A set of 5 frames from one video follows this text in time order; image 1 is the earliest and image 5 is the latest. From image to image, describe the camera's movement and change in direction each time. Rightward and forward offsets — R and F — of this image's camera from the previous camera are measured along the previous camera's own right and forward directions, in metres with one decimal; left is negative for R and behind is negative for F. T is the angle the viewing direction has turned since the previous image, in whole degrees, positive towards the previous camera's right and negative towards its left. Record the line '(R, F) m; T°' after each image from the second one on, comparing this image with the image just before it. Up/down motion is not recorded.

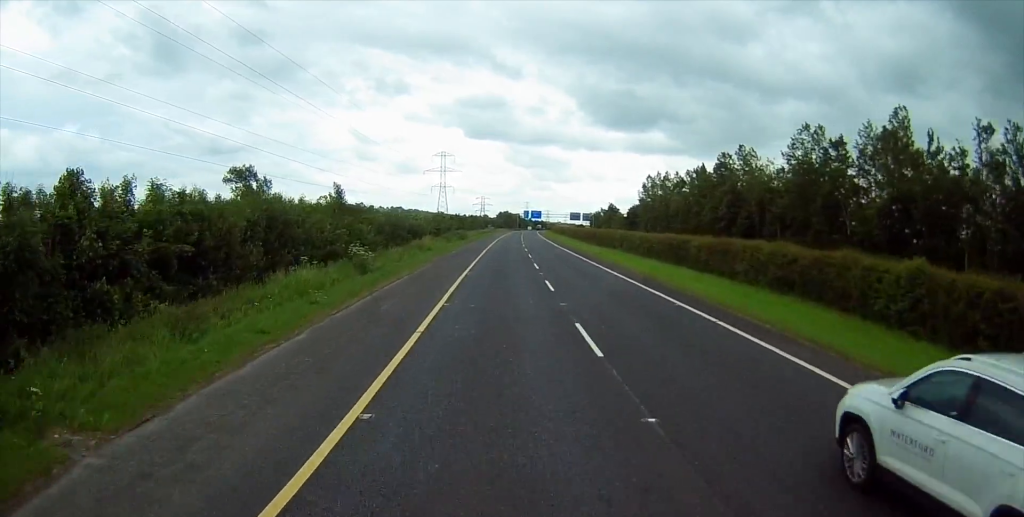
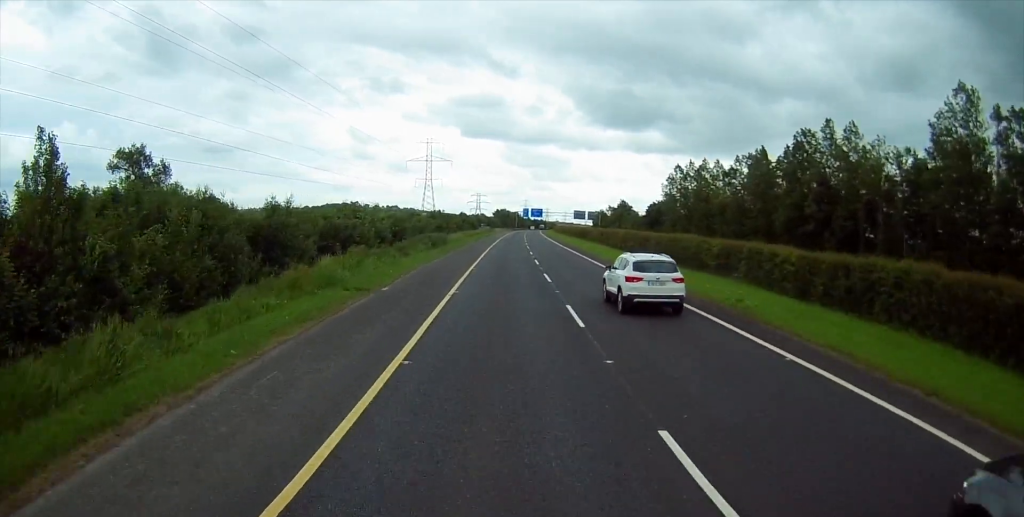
(-0.2, +32.4) m; 0°
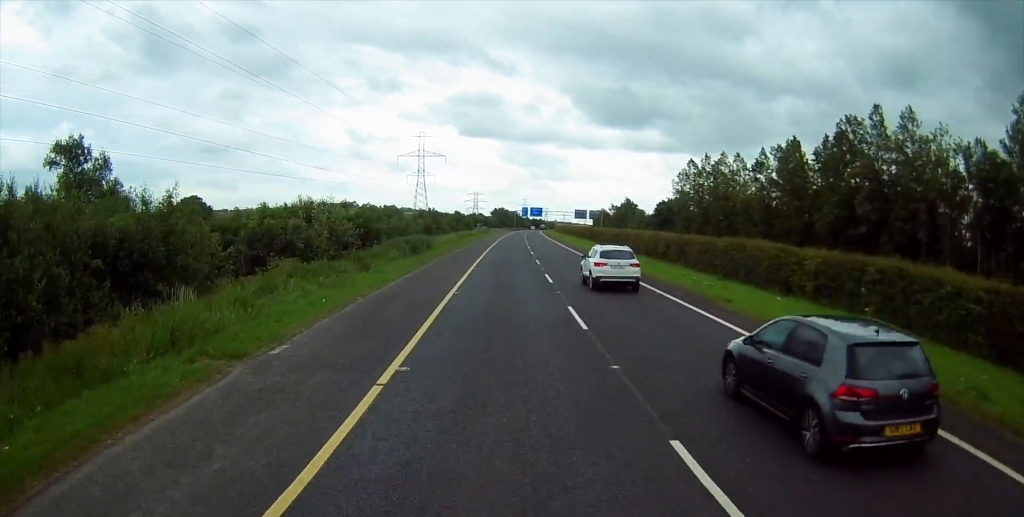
(+0.1, +12.4) m; 0°
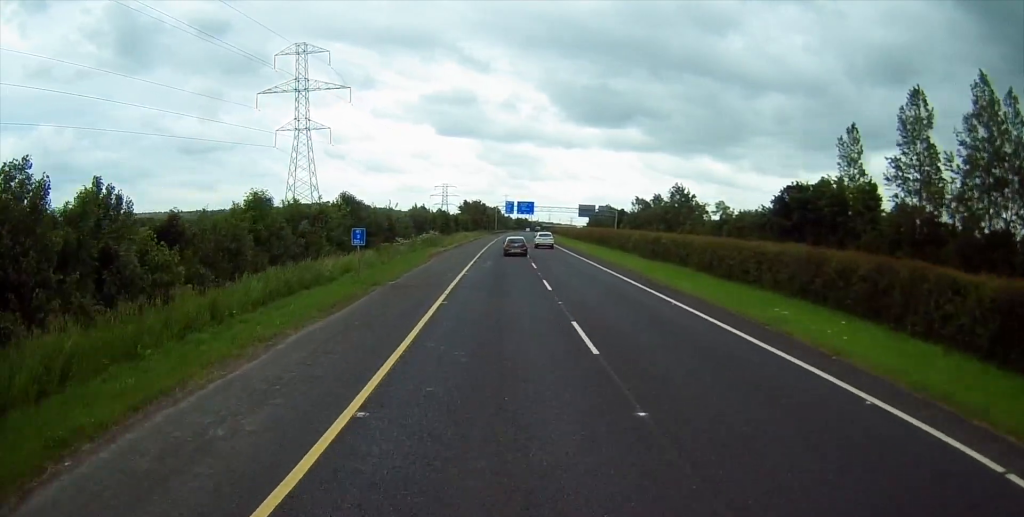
(+0.6, +86.7) m; +1°
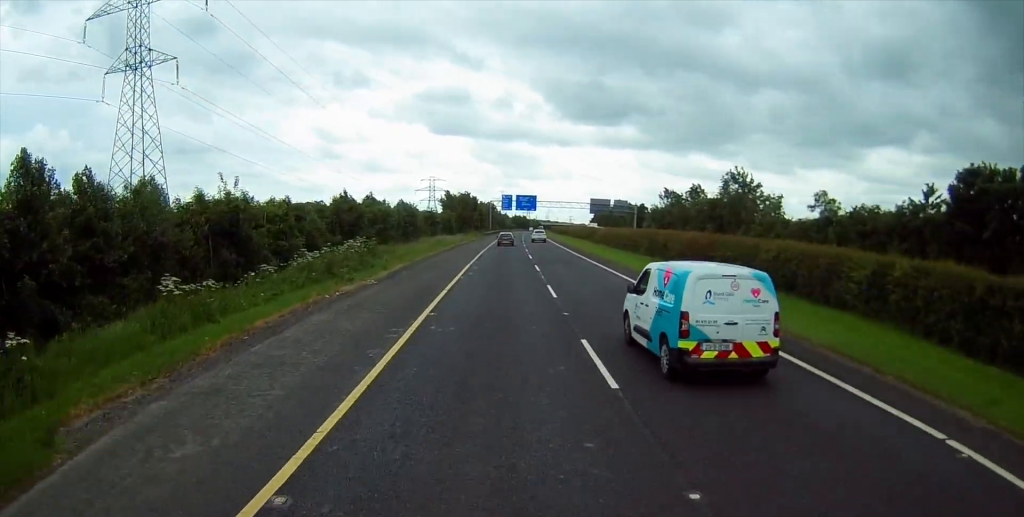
(+0.1, +38.5) m; 0°
